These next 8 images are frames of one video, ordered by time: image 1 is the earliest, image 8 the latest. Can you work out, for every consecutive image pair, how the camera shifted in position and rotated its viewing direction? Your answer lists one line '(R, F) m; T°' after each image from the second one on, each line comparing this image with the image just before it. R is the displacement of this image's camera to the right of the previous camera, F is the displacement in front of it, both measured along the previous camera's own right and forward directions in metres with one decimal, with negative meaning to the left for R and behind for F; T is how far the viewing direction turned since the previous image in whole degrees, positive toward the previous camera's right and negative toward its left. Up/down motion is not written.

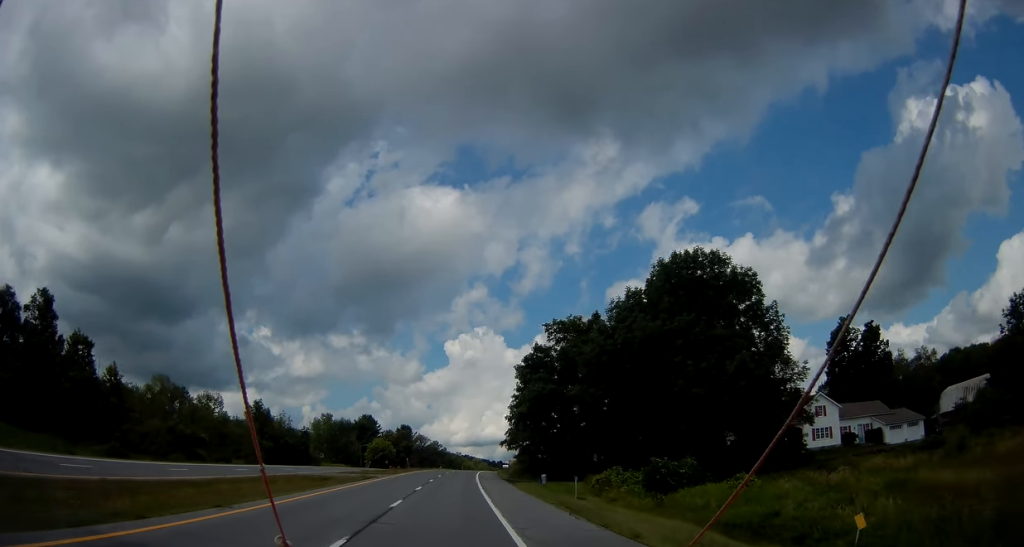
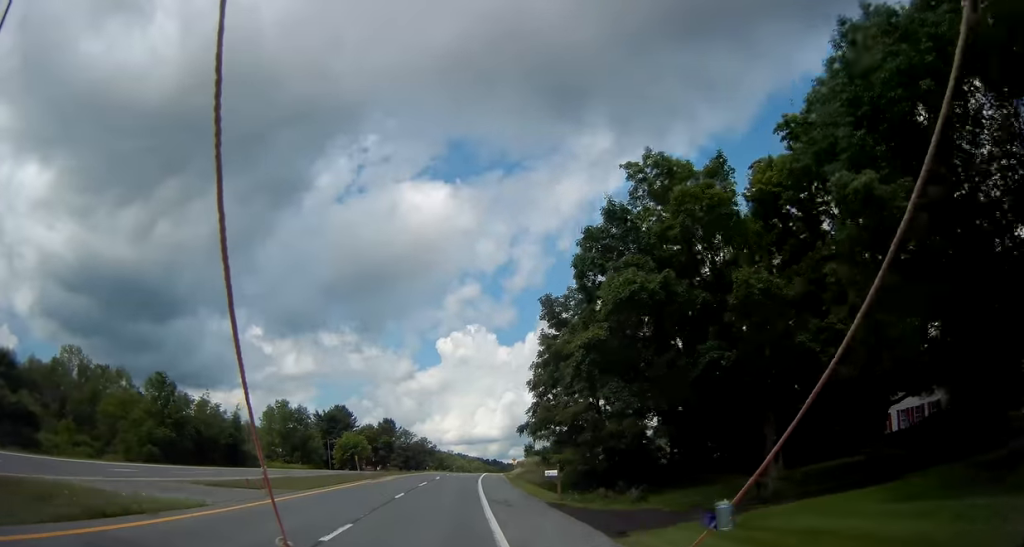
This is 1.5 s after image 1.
(+0.3, +33.0) m; +1°
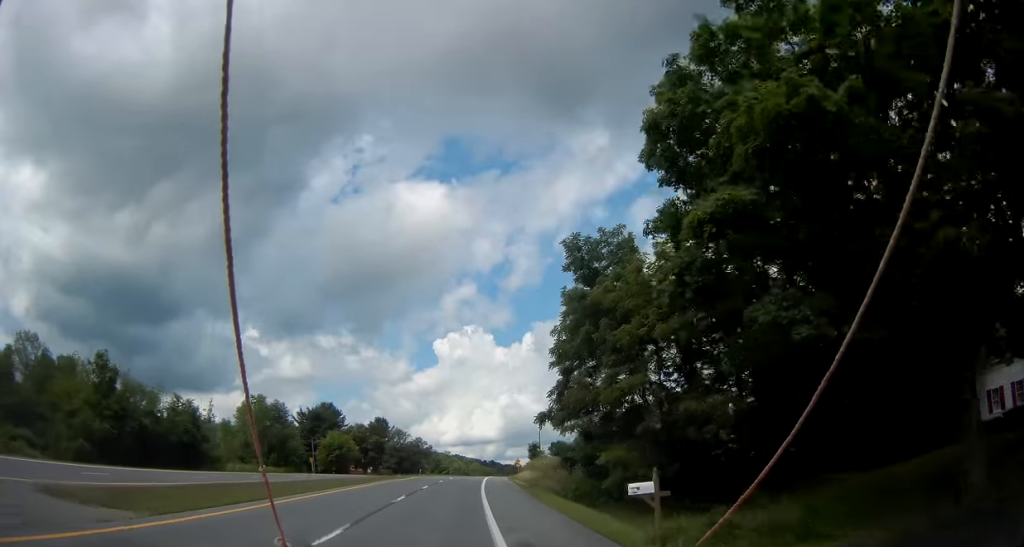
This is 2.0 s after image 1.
(+0.1, +11.2) m; 0°
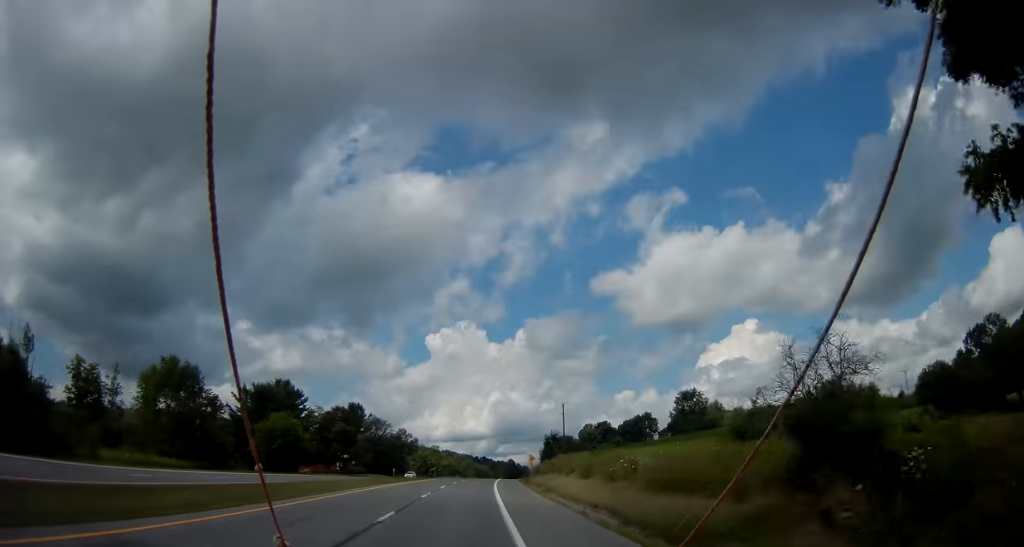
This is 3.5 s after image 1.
(+0.2, +28.3) m; 0°
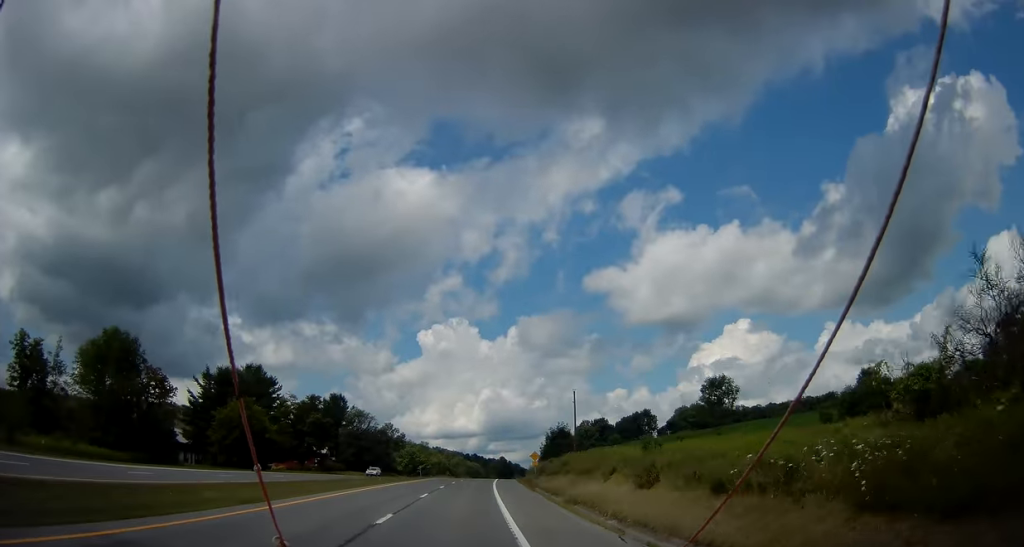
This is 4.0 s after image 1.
(-0.1, +12.2) m; 0°
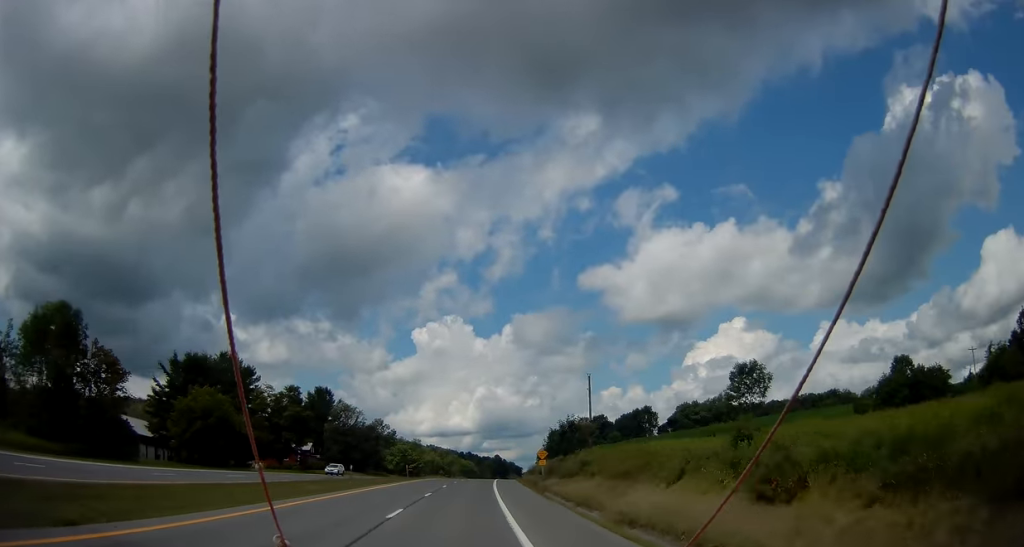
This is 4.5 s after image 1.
(-0.1, +9.4) m; 0°
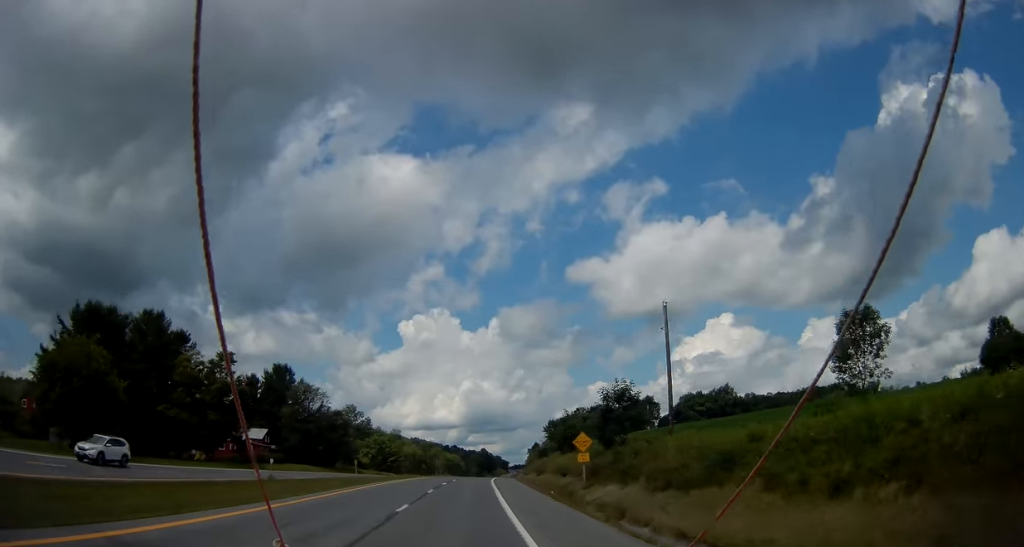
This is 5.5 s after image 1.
(+0.4, +23.2) m; +2°
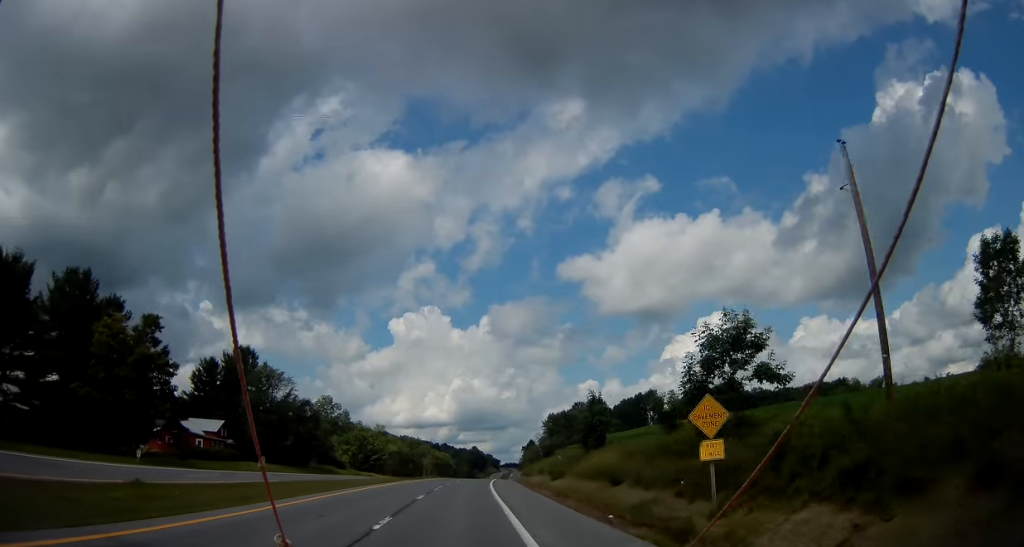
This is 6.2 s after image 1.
(+0.3, +18.4) m; +1°
